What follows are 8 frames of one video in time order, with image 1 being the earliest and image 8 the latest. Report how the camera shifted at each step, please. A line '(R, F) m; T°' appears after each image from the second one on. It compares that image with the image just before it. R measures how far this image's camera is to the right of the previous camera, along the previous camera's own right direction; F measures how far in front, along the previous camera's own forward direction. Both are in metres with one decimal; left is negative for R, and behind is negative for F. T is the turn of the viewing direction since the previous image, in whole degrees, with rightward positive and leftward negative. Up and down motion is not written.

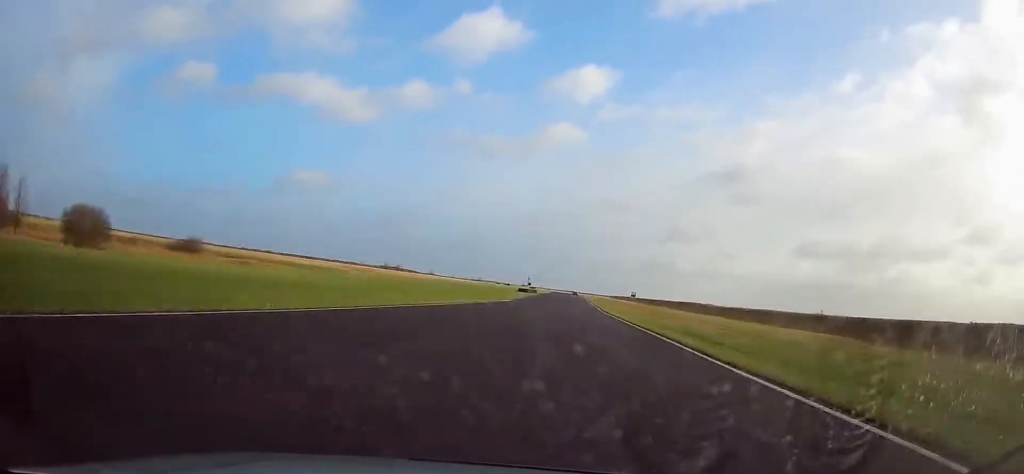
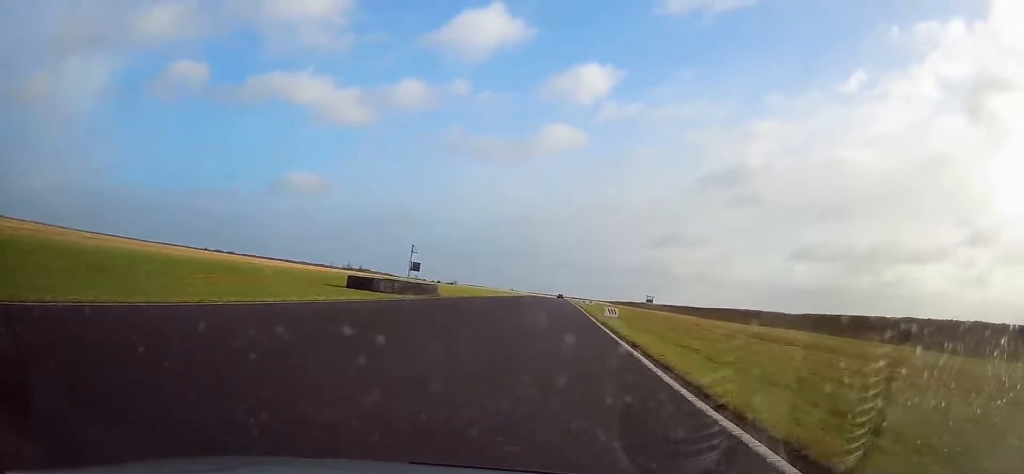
(-0.7, +103.7) m; -1°
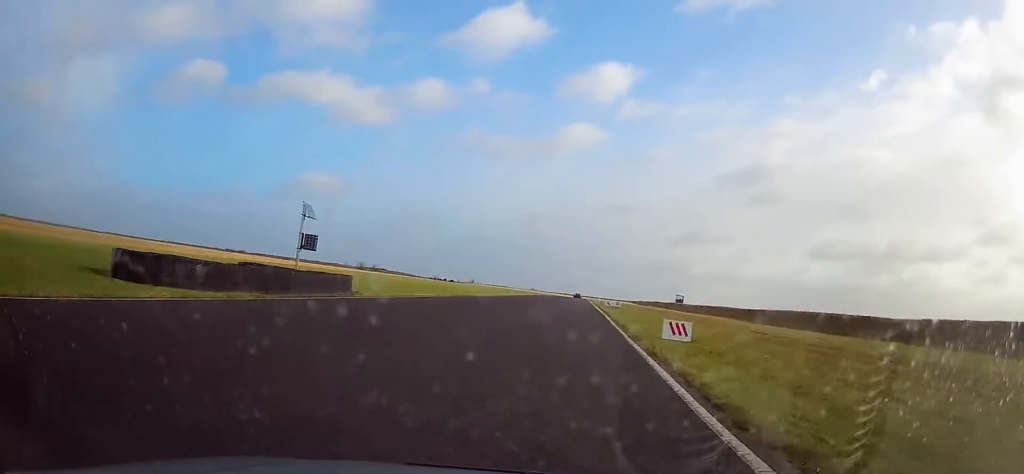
(0.0, +23.0) m; 0°
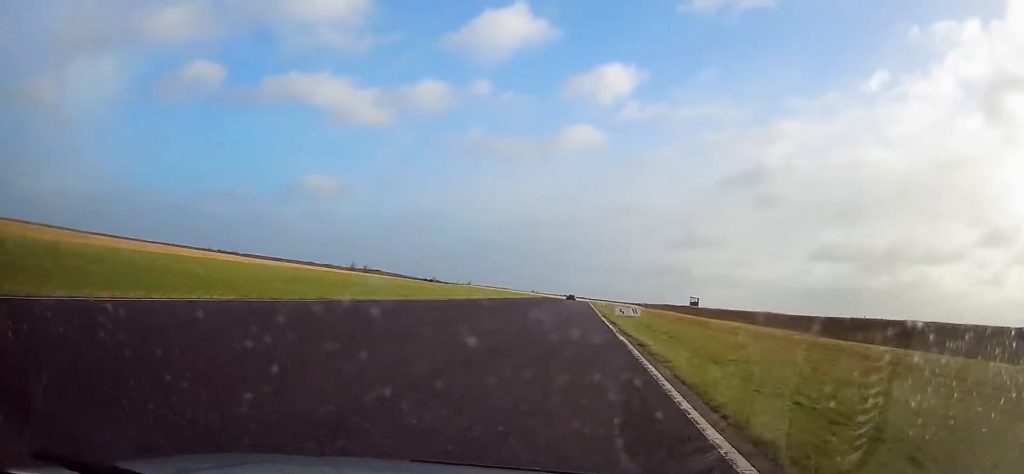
(+0.2, +25.4) m; 0°
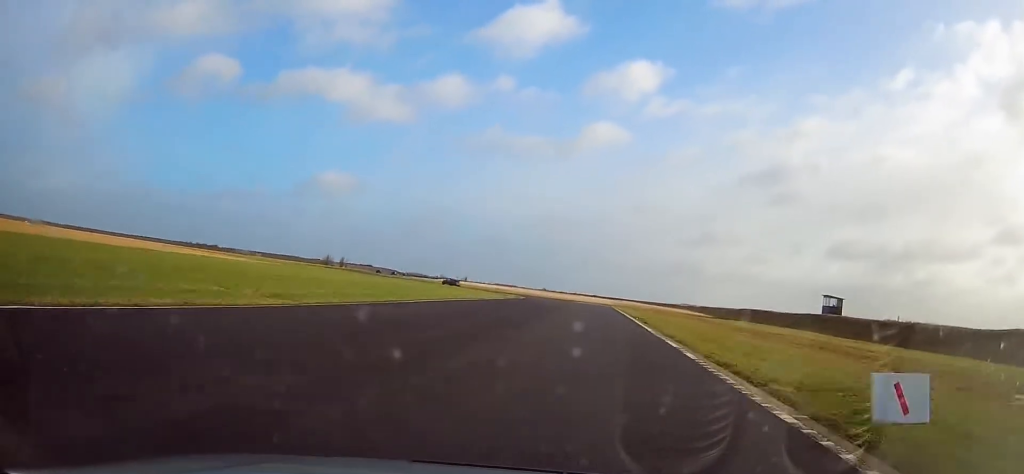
(-0.7, +91.0) m; -1°
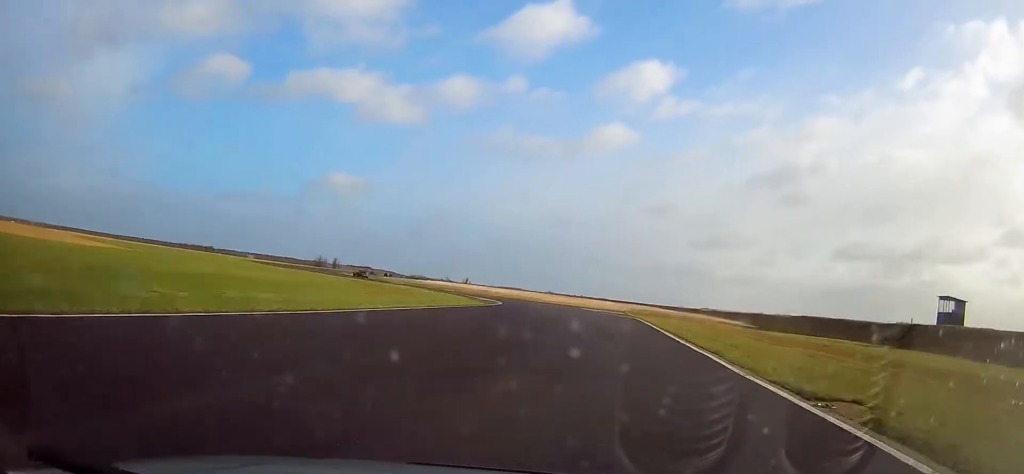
(-0.4, +28.0) m; -1°
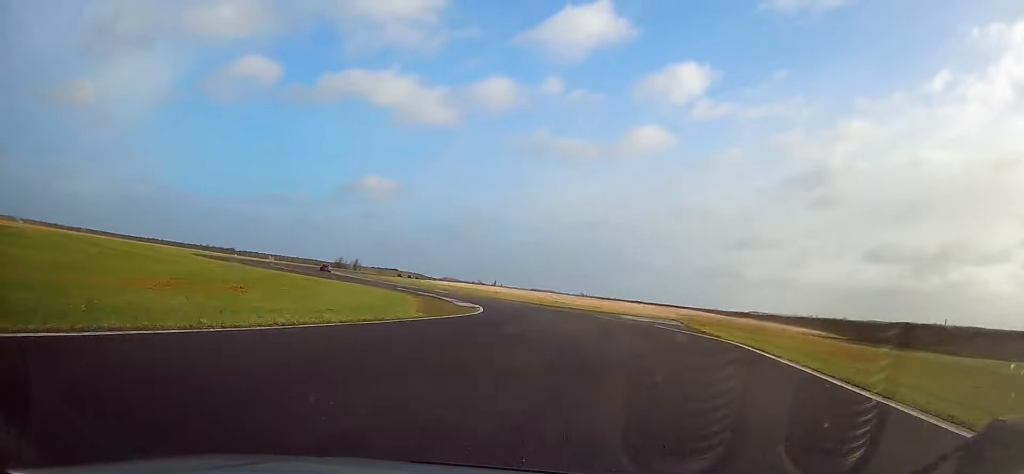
(-0.3, +23.2) m; -4°
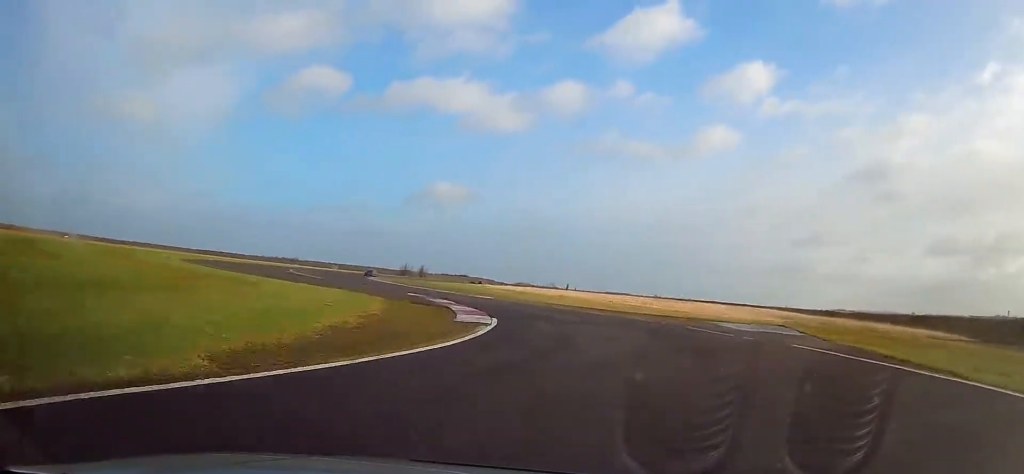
(+0.1, +16.2) m; -5°
